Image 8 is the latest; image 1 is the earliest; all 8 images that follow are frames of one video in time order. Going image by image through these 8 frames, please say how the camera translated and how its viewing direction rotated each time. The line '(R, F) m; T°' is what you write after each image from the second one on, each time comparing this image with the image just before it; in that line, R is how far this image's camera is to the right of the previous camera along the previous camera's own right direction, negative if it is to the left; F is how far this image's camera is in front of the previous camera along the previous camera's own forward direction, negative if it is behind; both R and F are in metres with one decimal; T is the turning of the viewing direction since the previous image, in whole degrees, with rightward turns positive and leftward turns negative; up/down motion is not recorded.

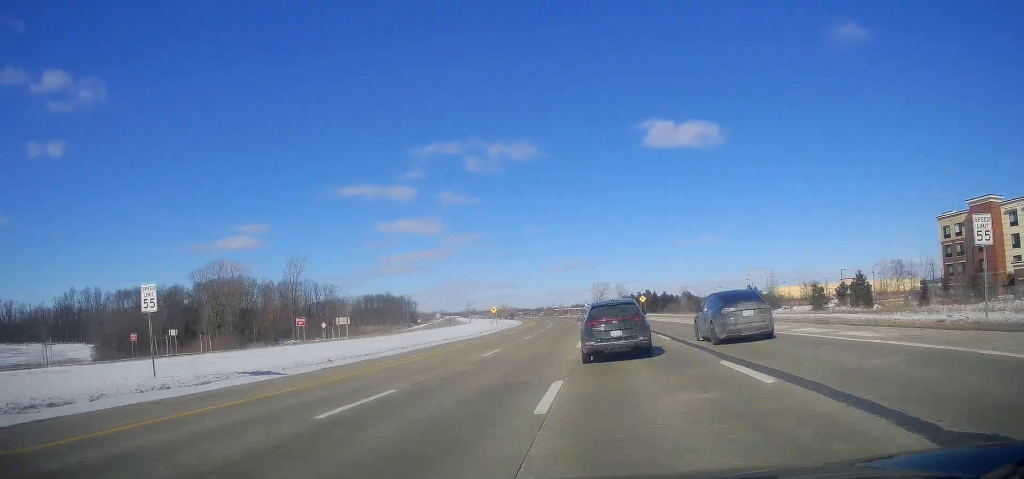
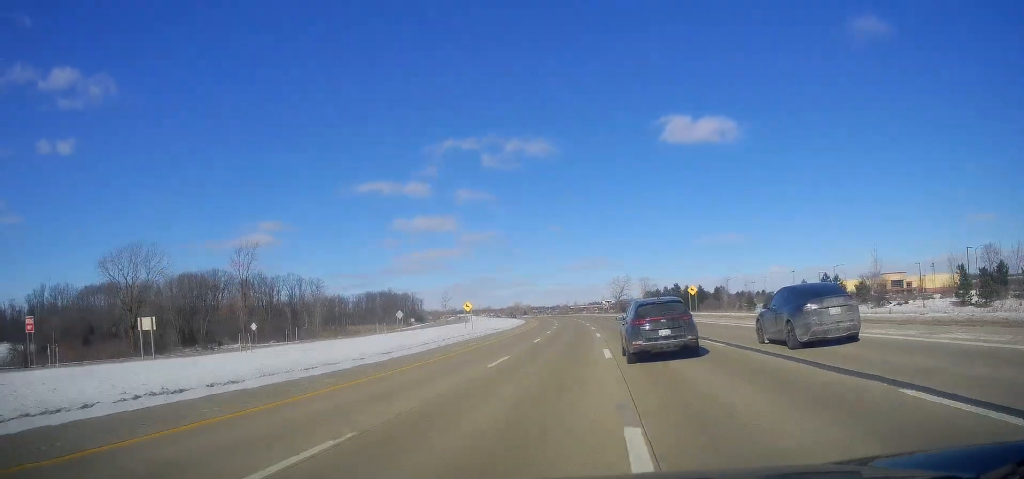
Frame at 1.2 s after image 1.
(-0.5, +35.6) m; -2°
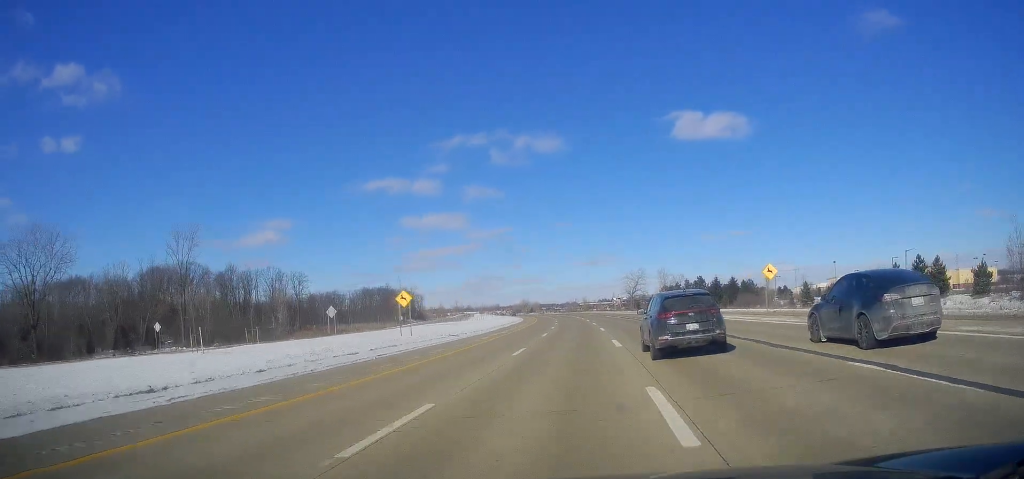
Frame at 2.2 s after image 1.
(-0.4, +27.3) m; -1°
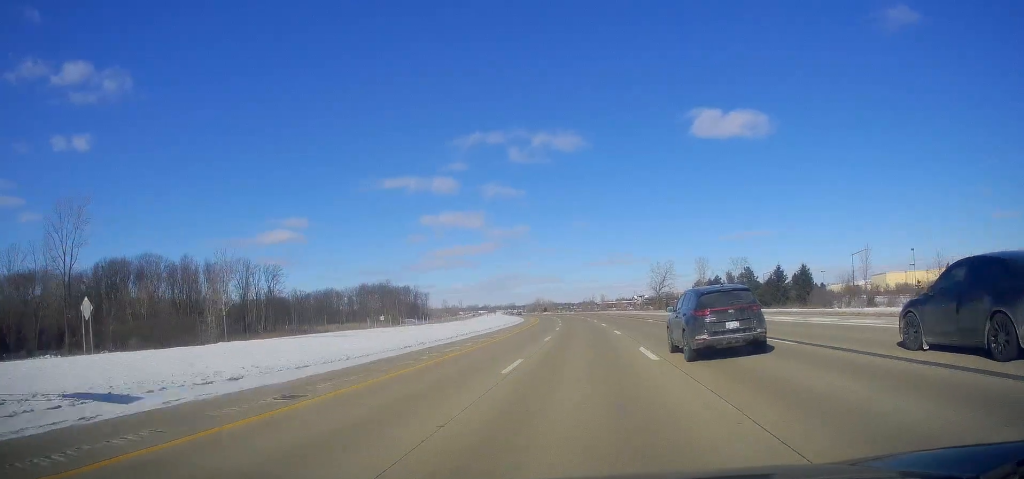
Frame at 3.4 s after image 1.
(-0.6, +36.6) m; -3°
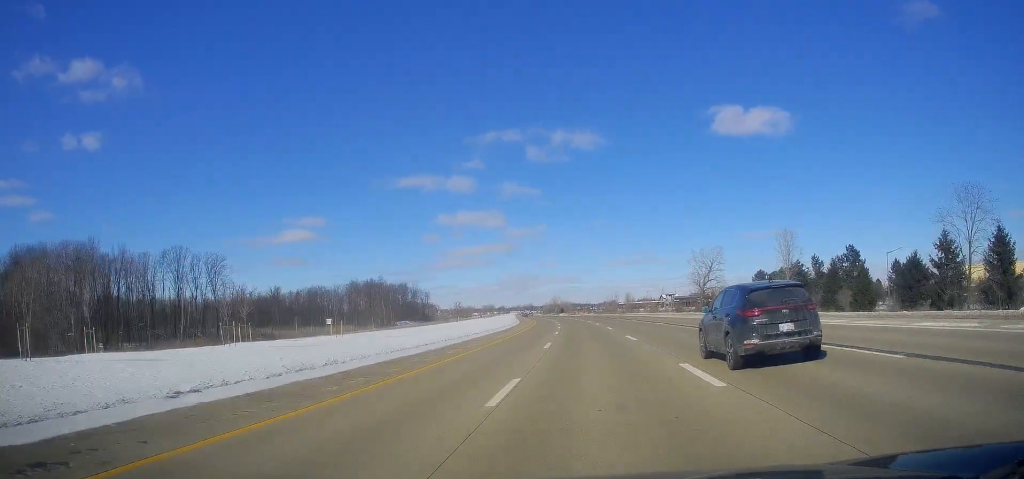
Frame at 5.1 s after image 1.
(-0.9, +50.3) m; -1°
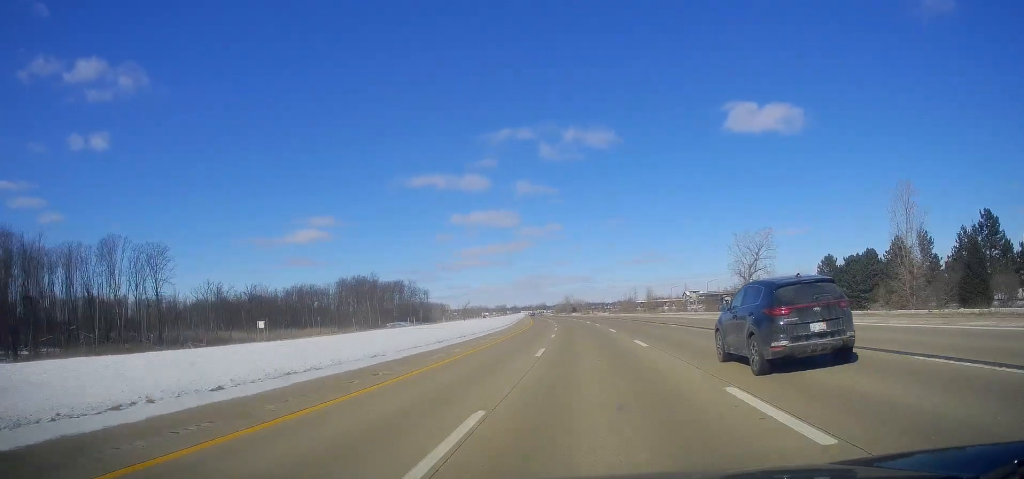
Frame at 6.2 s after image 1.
(-0.6, +34.5) m; -2°
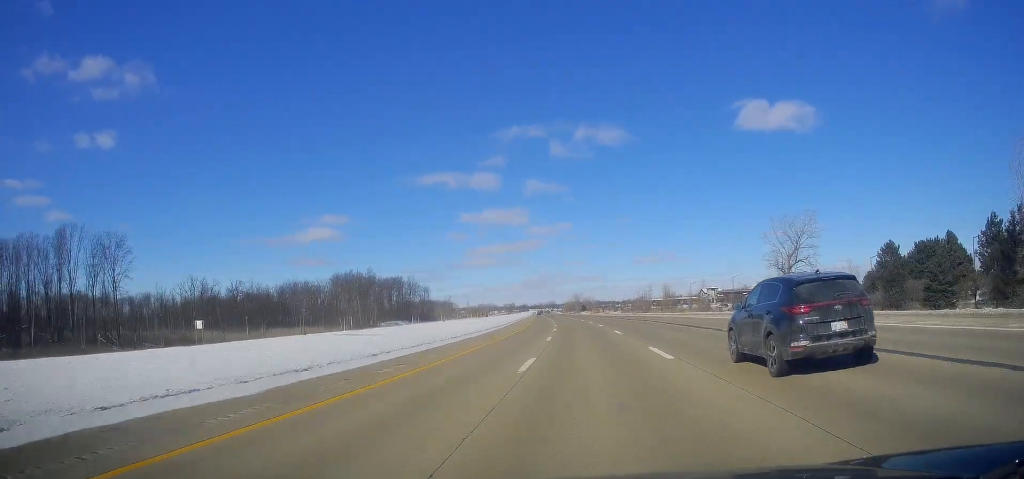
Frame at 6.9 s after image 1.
(-0.3, +20.4) m; 0°
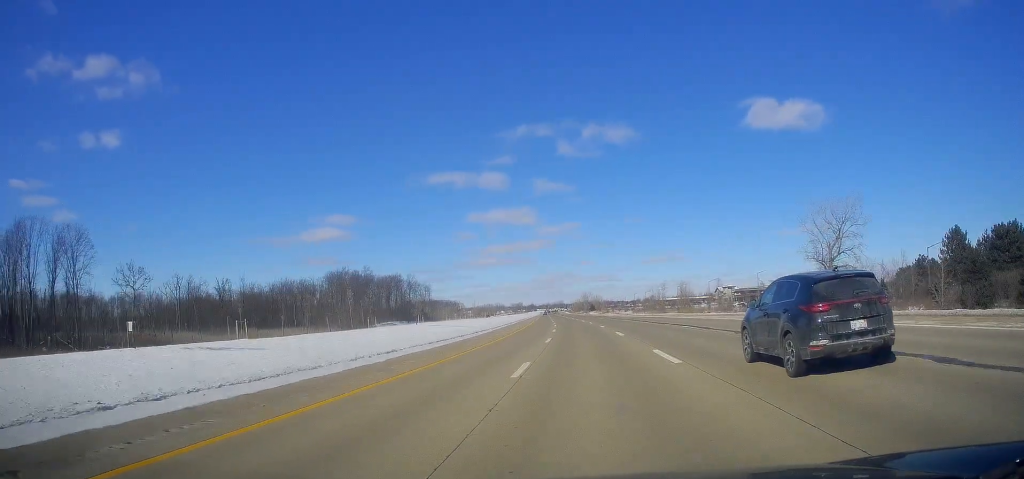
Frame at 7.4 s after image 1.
(+0.1, +16.5) m; 0°
